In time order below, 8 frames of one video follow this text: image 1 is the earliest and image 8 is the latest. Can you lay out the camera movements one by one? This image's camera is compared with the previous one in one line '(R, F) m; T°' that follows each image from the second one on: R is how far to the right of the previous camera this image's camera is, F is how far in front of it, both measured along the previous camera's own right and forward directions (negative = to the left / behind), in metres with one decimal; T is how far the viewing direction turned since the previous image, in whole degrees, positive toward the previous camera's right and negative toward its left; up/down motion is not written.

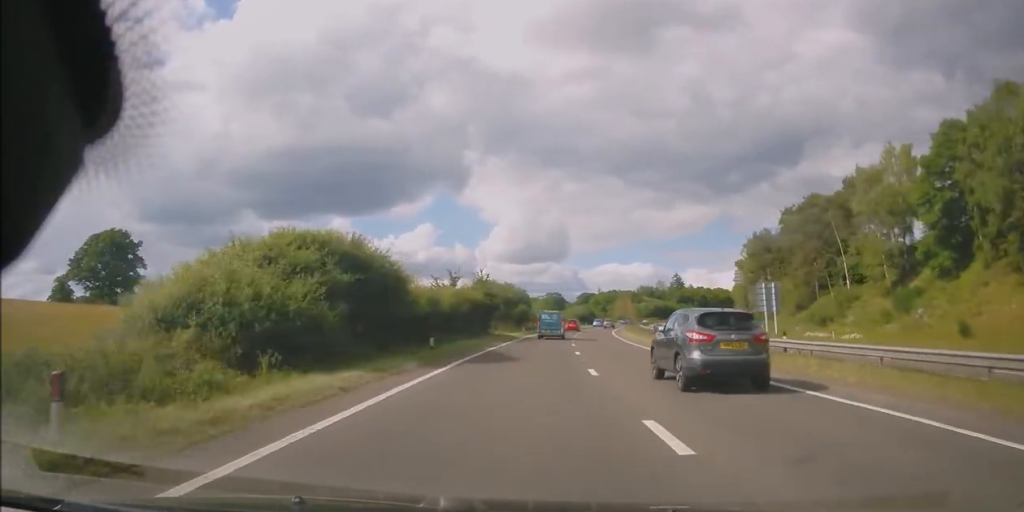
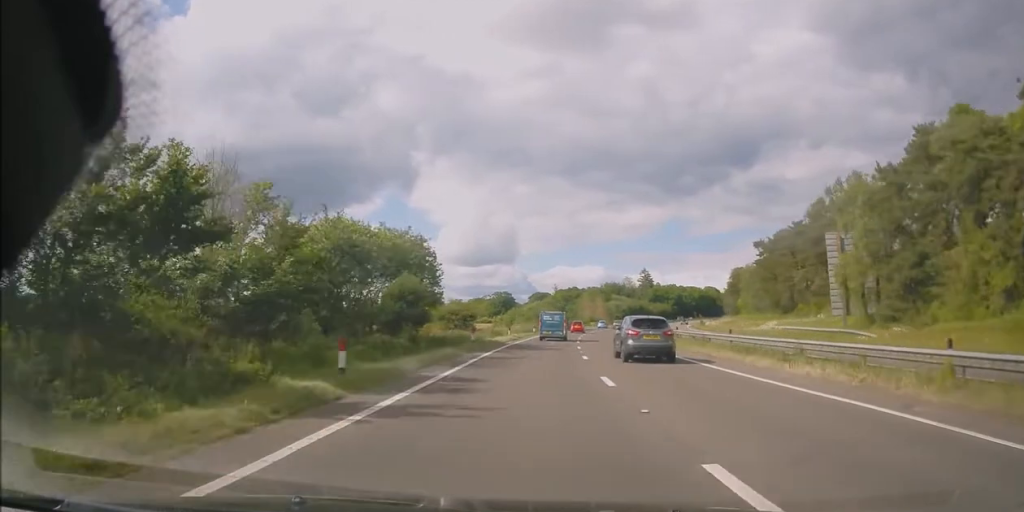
(+1.6, +48.0) m; +5°
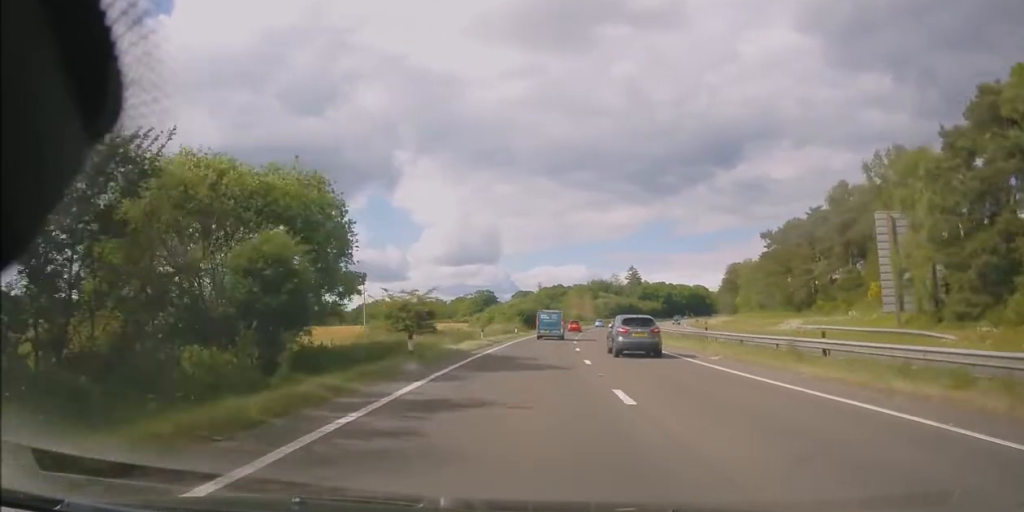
(+0.1, +12.2) m; +2°
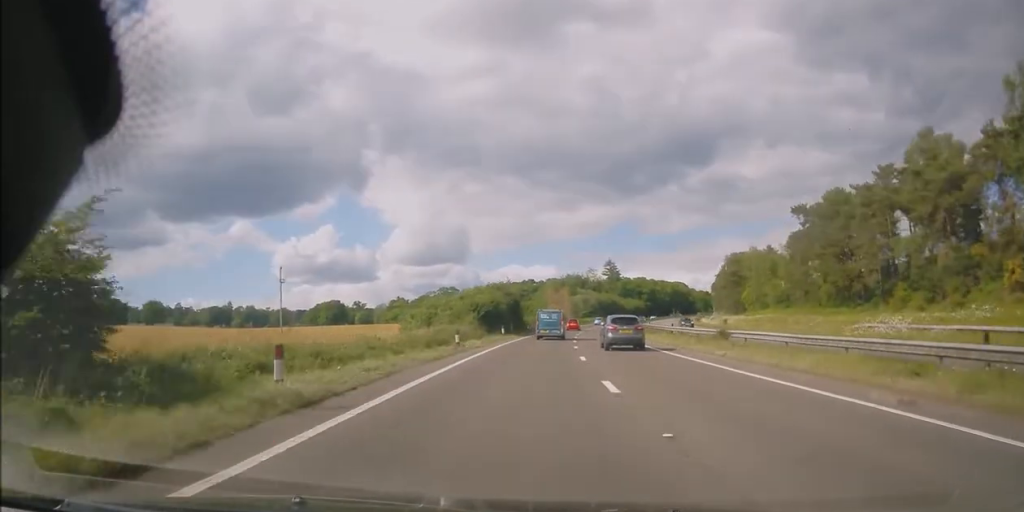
(+0.7, +26.0) m; +2°
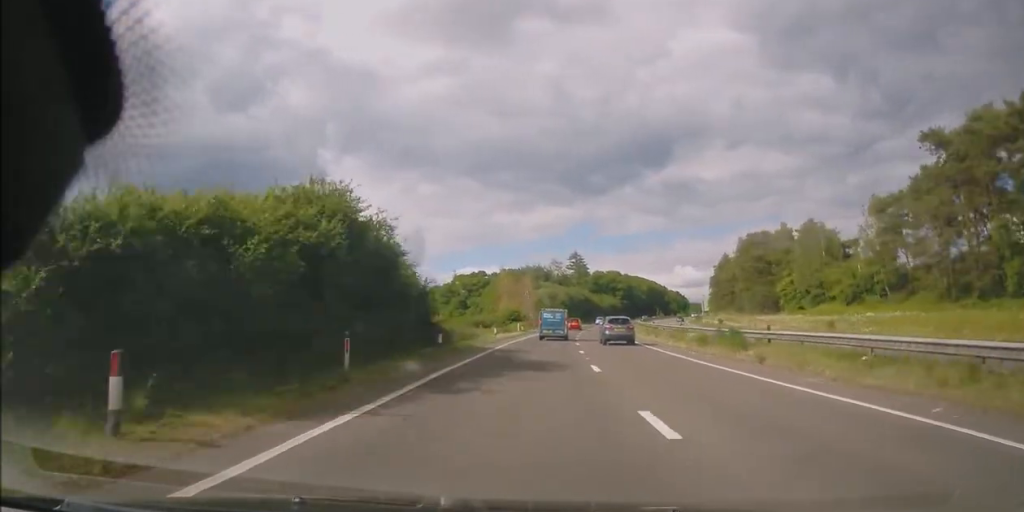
(+1.7, +40.6) m; +4°
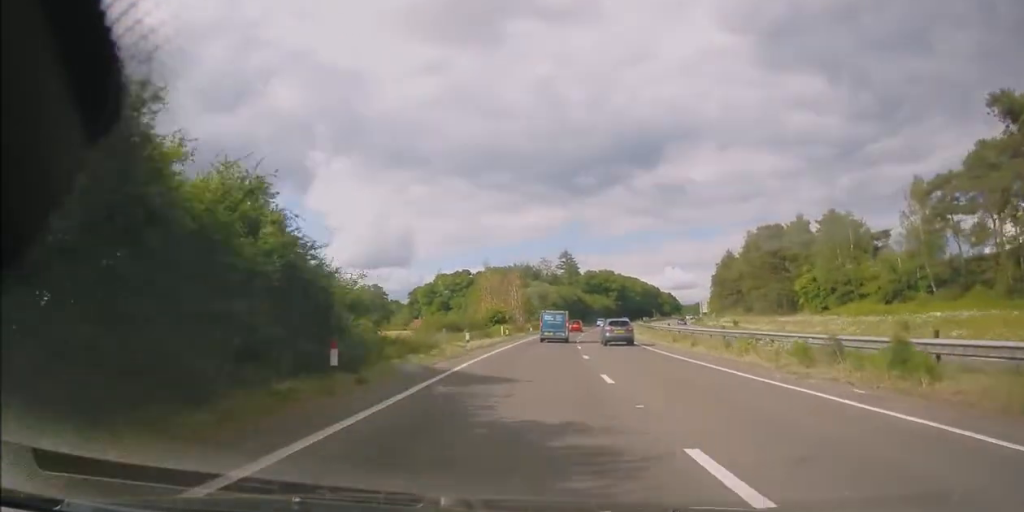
(-0.1, +11.7) m; +1°
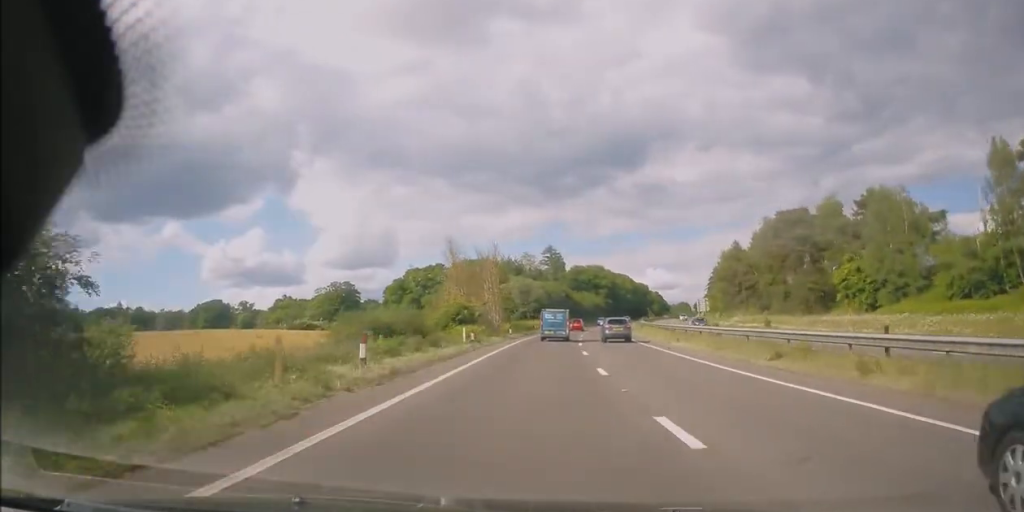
(+0.1, +16.3) m; +2°
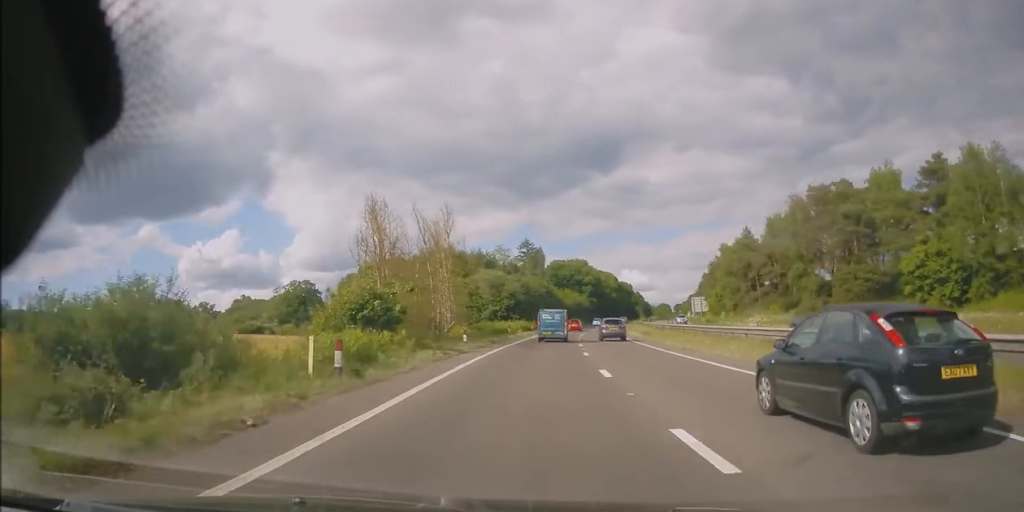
(+0.5, +19.4) m; +3°
